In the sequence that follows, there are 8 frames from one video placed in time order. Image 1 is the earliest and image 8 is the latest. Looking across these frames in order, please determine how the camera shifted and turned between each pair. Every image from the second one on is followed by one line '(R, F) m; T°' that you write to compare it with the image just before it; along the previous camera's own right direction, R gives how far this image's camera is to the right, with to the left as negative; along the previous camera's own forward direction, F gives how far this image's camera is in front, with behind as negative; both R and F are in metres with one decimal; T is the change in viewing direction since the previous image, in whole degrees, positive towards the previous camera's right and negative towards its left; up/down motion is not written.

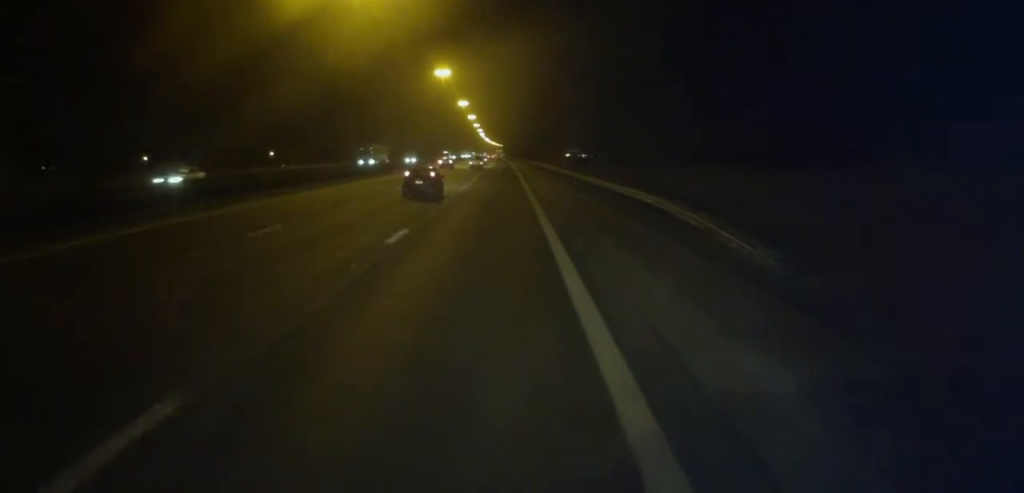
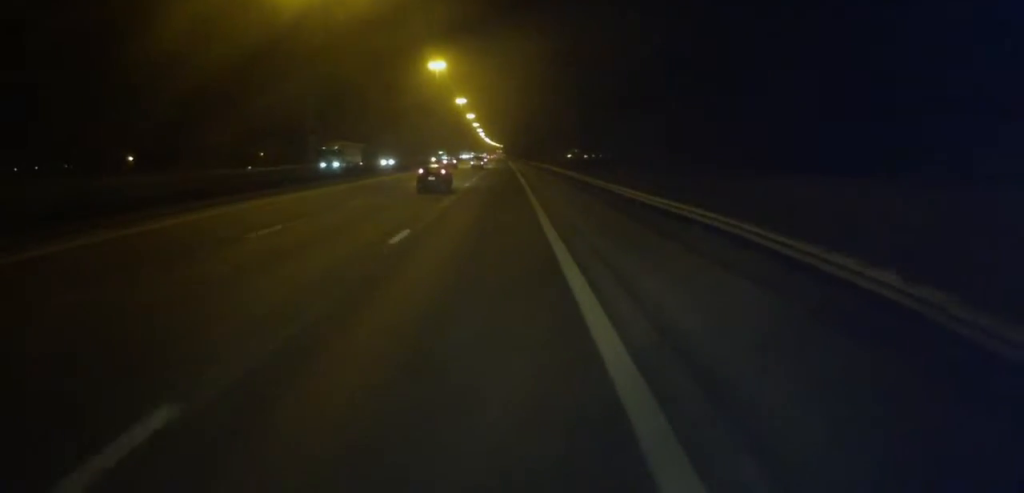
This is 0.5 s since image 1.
(-0.1, +12.5) m; 0°
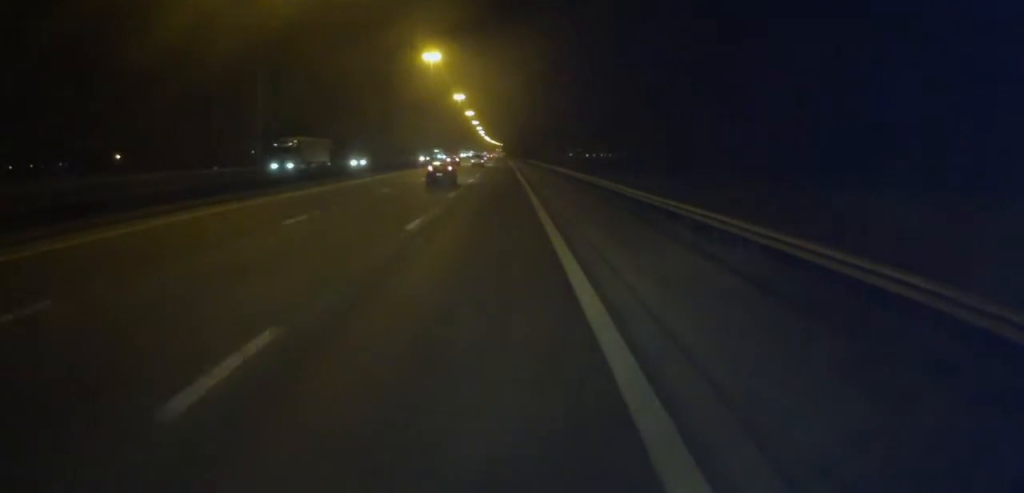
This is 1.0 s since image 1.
(+0.1, +10.1) m; 0°
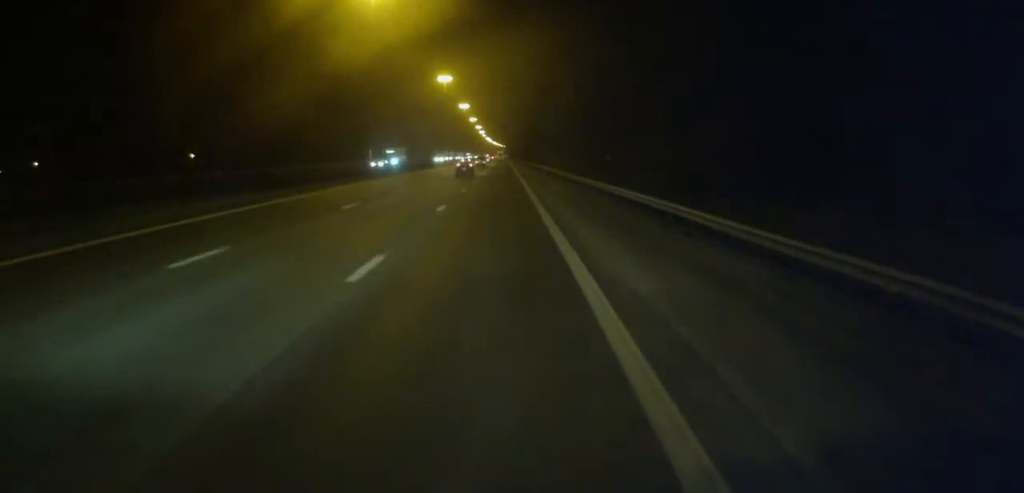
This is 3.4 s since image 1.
(-0.3, +55.6) m; -1°
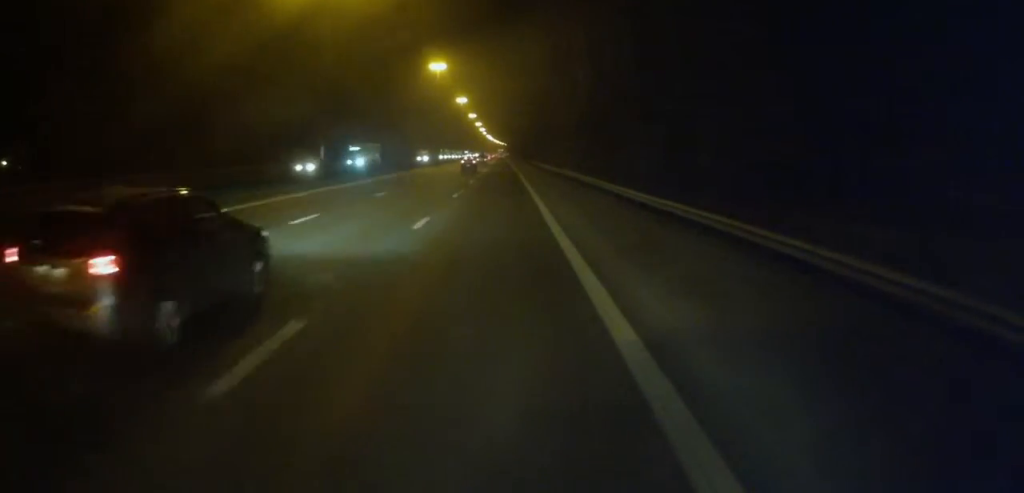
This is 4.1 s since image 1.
(-0.2, +17.8) m; 0°
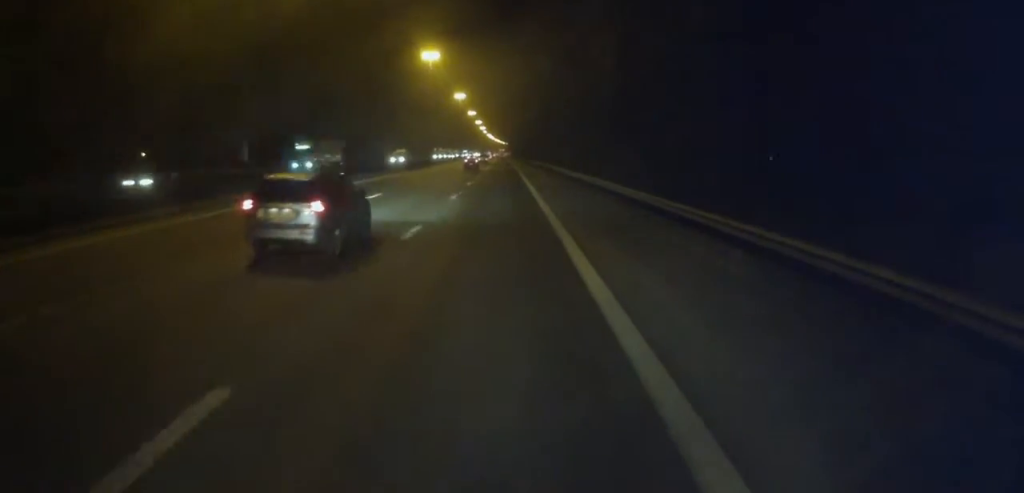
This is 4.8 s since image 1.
(0.0, +14.7) m; 0°
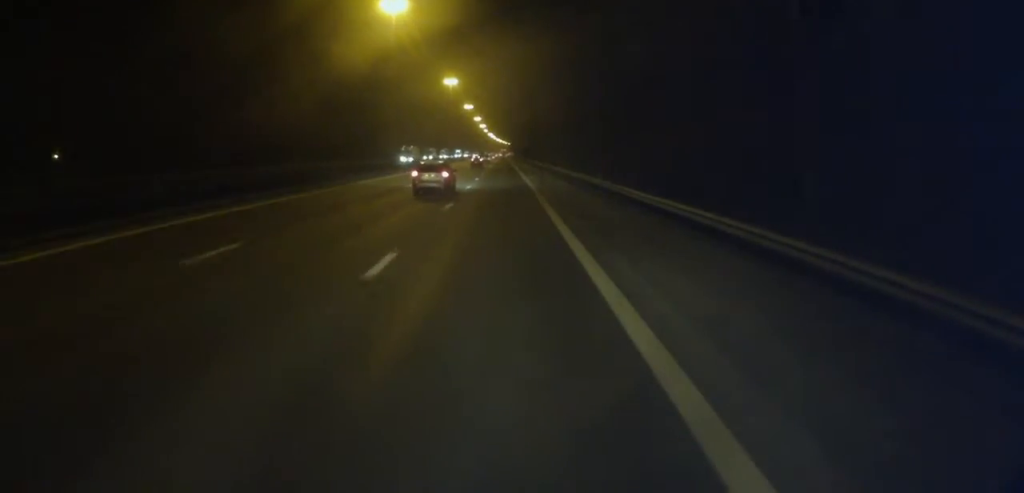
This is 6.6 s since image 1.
(+0.3, +42.1) m; 0°
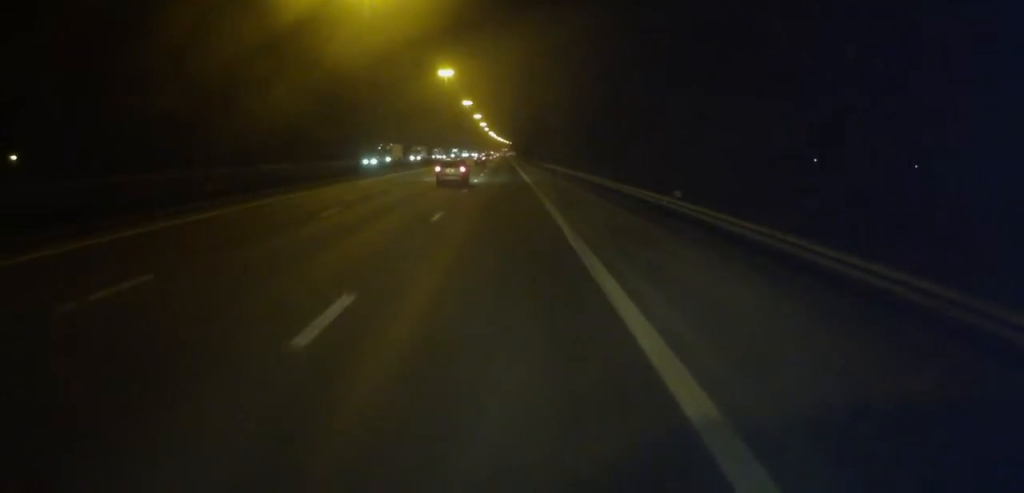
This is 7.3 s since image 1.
(-0.2, +16.4) m; 0°
